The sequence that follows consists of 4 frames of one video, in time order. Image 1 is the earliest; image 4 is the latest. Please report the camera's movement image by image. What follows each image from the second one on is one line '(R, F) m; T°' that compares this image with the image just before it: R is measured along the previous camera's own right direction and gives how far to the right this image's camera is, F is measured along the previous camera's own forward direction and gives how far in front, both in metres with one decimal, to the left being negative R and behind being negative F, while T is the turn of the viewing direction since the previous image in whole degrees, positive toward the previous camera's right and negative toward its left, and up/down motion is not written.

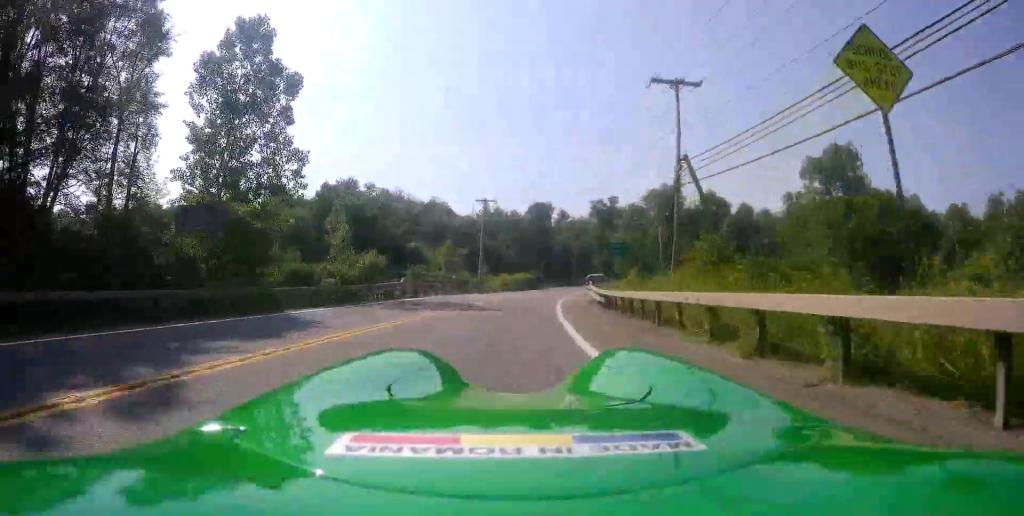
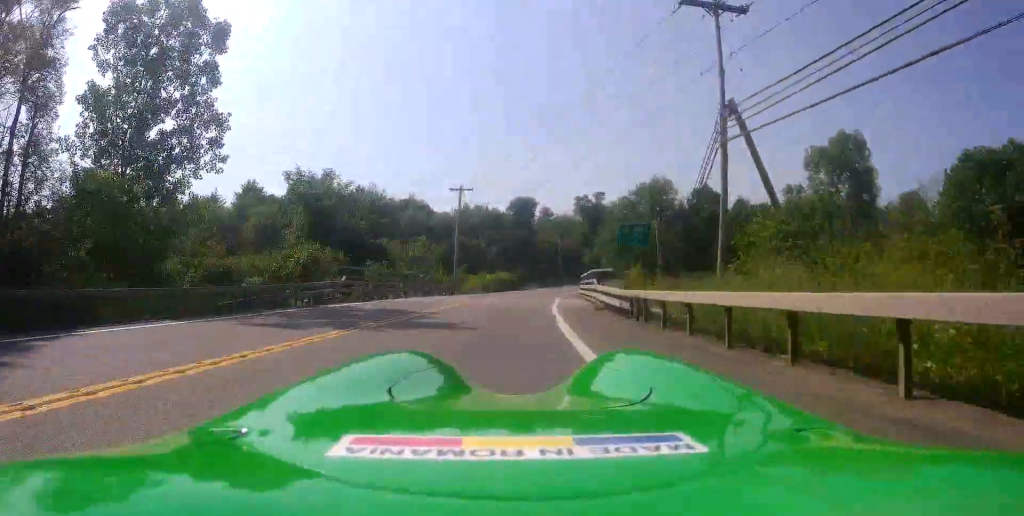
(-0.1, +8.0) m; +1°
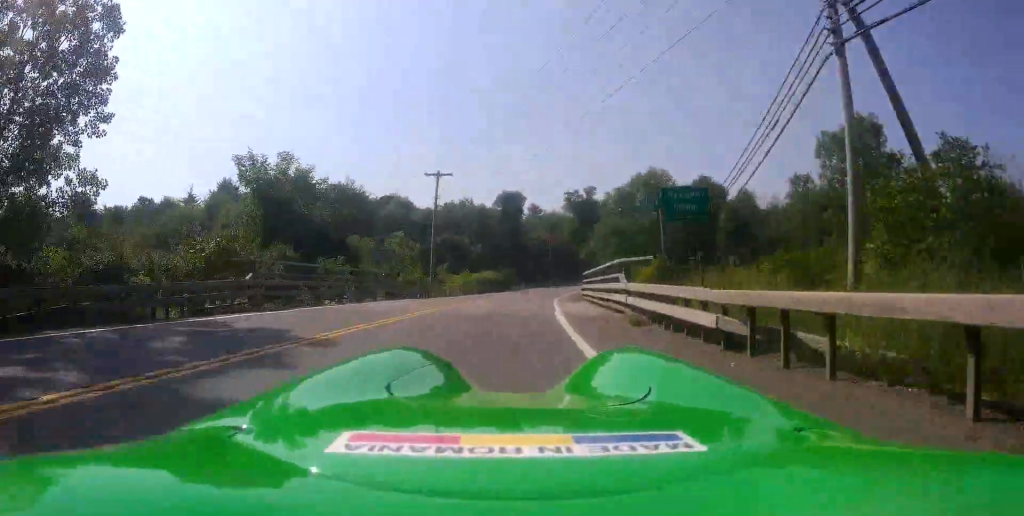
(+0.1, +7.9) m; +1°
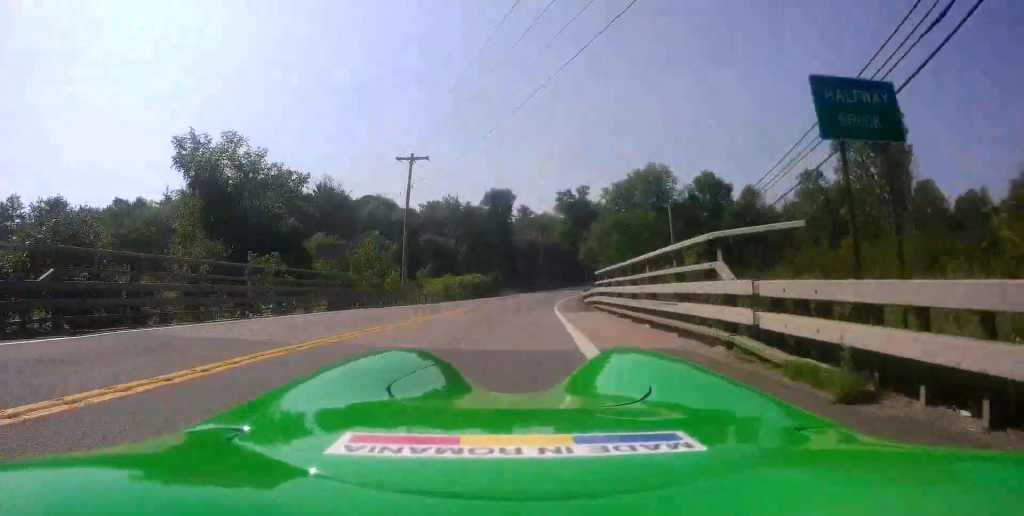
(+0.1, +7.9) m; +1°
